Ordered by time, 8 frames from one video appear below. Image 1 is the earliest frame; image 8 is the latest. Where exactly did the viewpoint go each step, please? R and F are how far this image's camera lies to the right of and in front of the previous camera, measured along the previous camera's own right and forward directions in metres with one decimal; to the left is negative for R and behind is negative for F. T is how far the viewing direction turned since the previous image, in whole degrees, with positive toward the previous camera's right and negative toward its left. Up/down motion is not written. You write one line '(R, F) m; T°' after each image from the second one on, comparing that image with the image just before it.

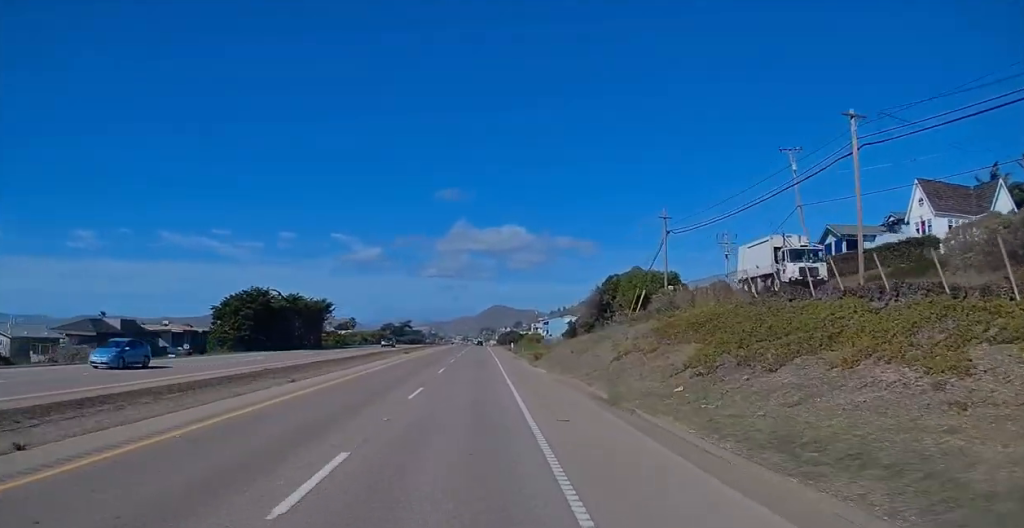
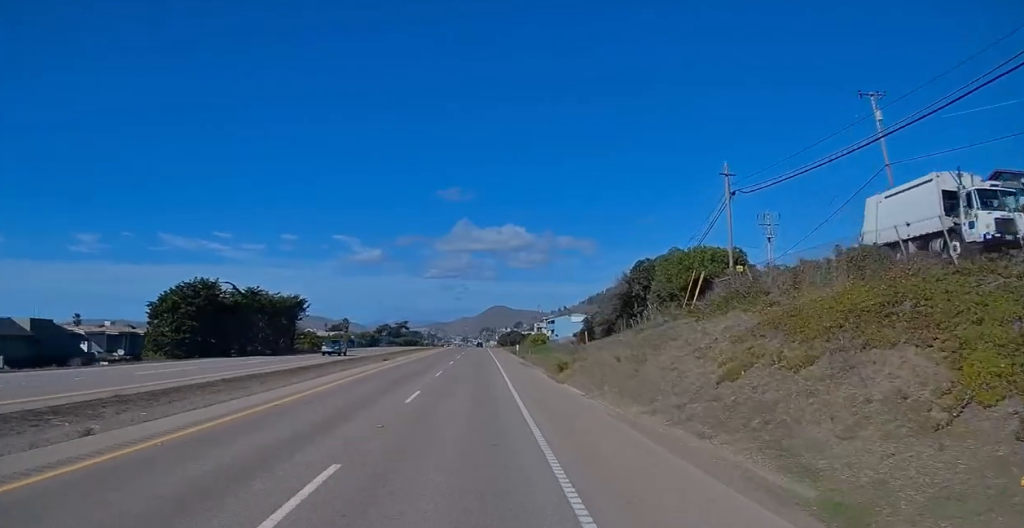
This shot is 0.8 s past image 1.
(+0.3, +15.2) m; 0°
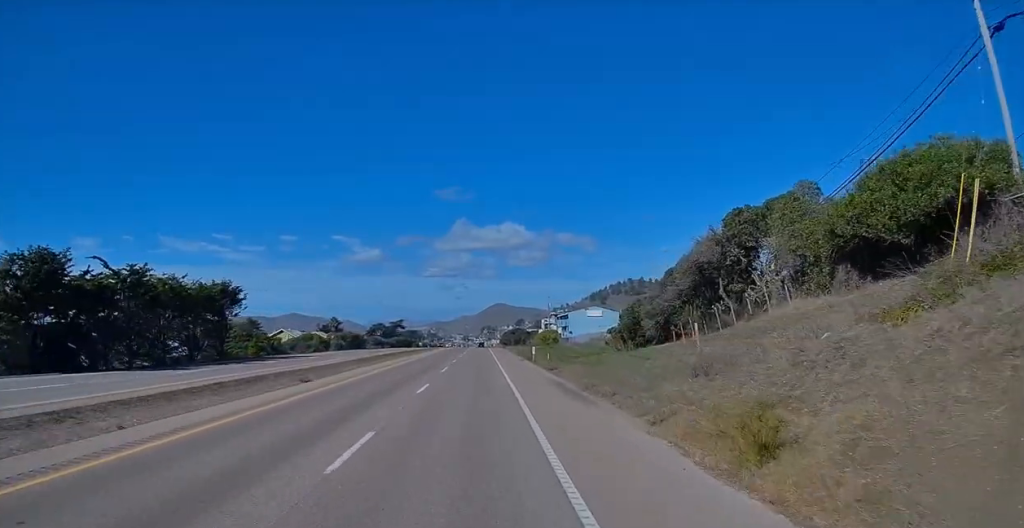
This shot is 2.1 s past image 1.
(-0.2, +26.4) m; -1°
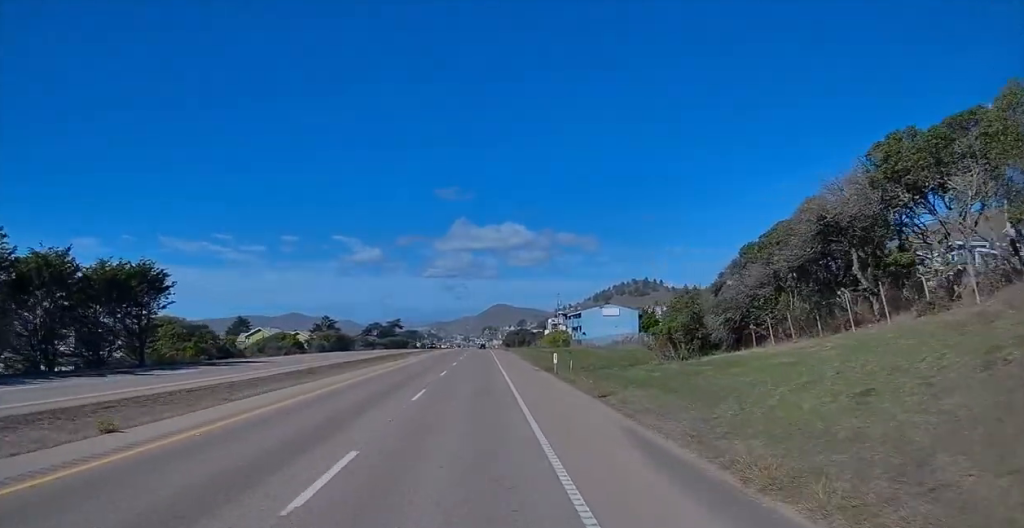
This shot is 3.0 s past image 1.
(-0.2, +16.9) m; -1°
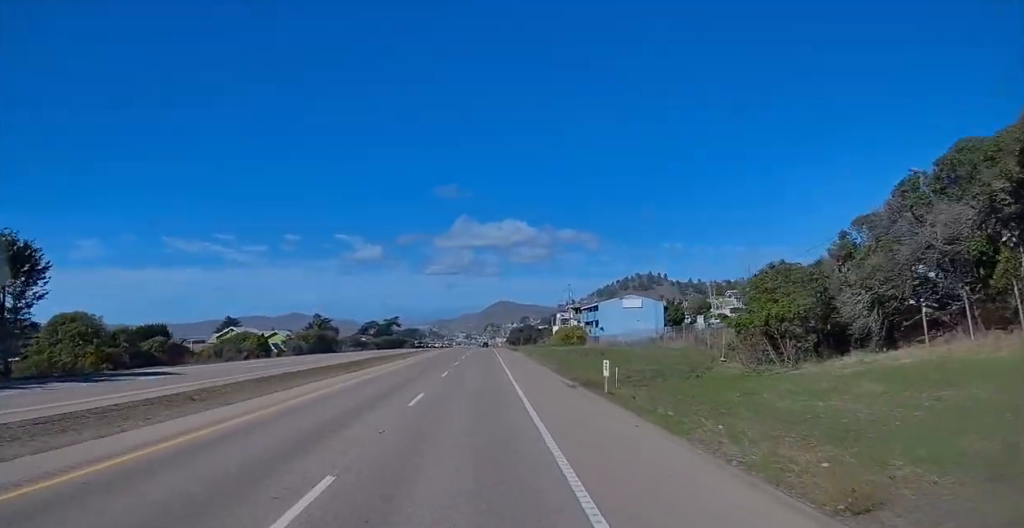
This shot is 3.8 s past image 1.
(-0.1, +16.7) m; 0°
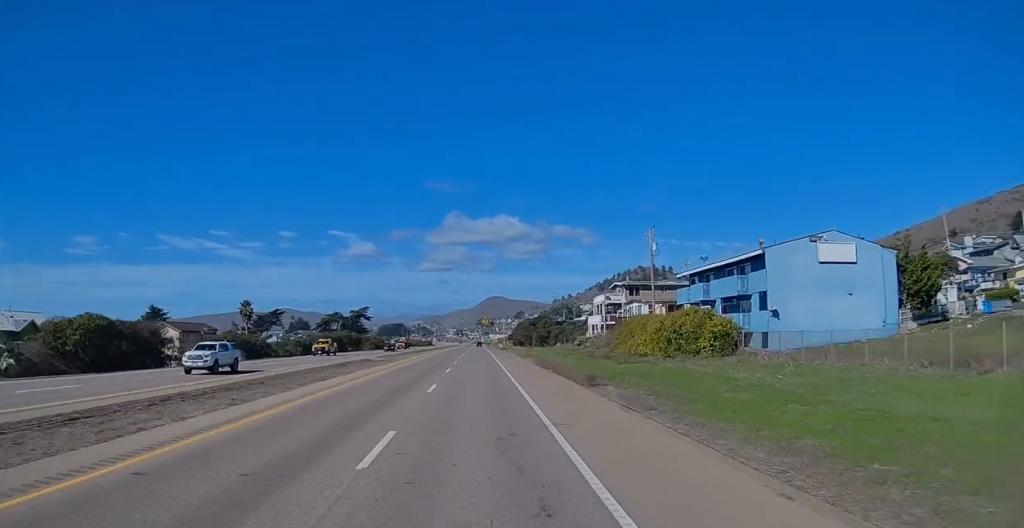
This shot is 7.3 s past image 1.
(+1.2, +67.6) m; 0°
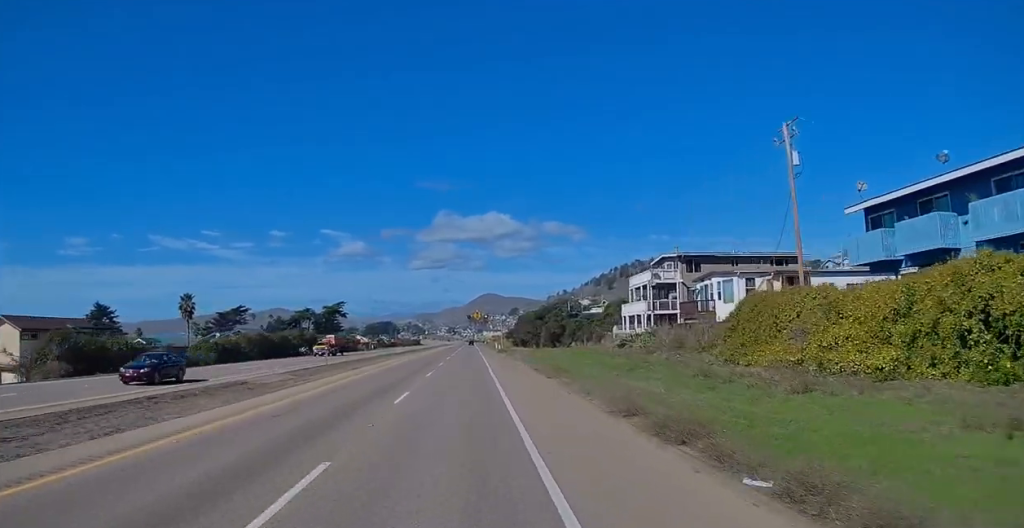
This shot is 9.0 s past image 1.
(+0.2, +31.9) m; +1°
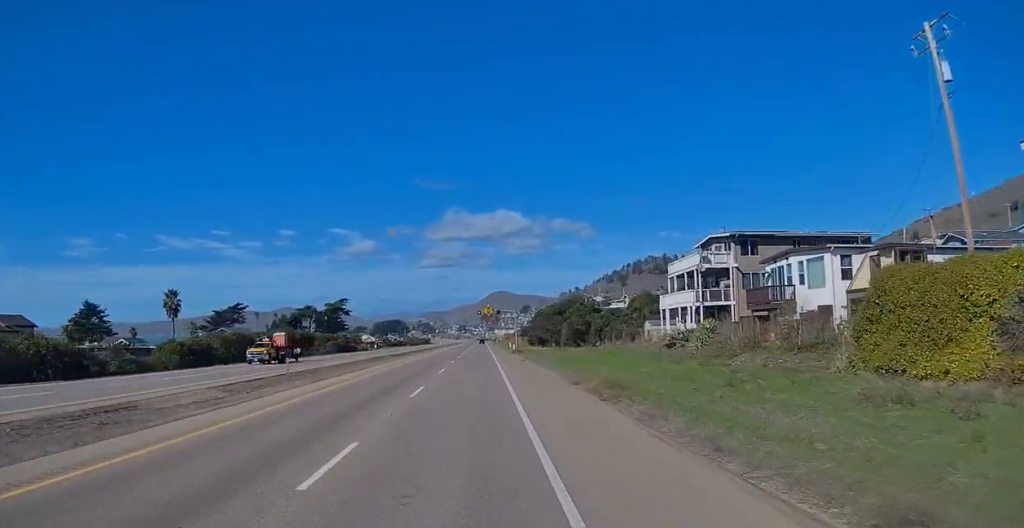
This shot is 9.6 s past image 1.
(+0.3, +12.0) m; 0°
